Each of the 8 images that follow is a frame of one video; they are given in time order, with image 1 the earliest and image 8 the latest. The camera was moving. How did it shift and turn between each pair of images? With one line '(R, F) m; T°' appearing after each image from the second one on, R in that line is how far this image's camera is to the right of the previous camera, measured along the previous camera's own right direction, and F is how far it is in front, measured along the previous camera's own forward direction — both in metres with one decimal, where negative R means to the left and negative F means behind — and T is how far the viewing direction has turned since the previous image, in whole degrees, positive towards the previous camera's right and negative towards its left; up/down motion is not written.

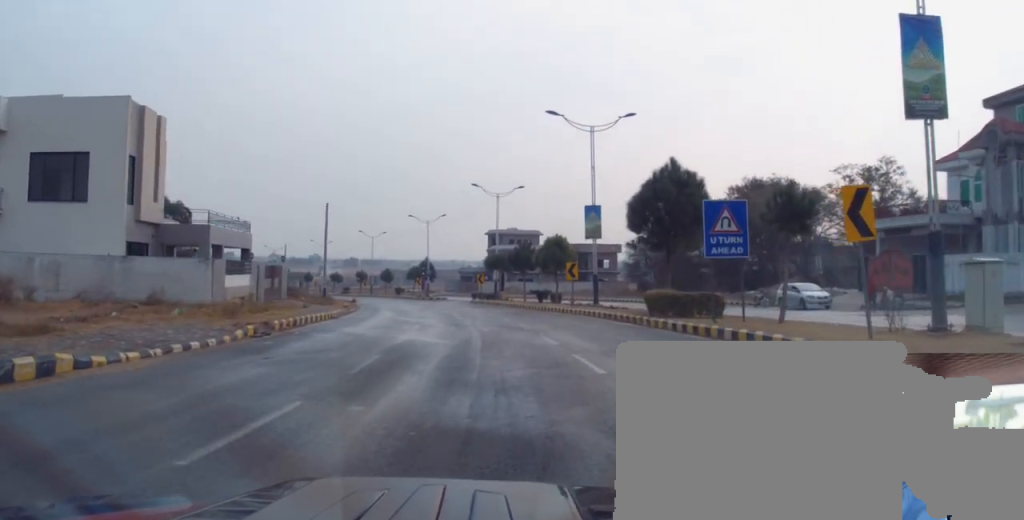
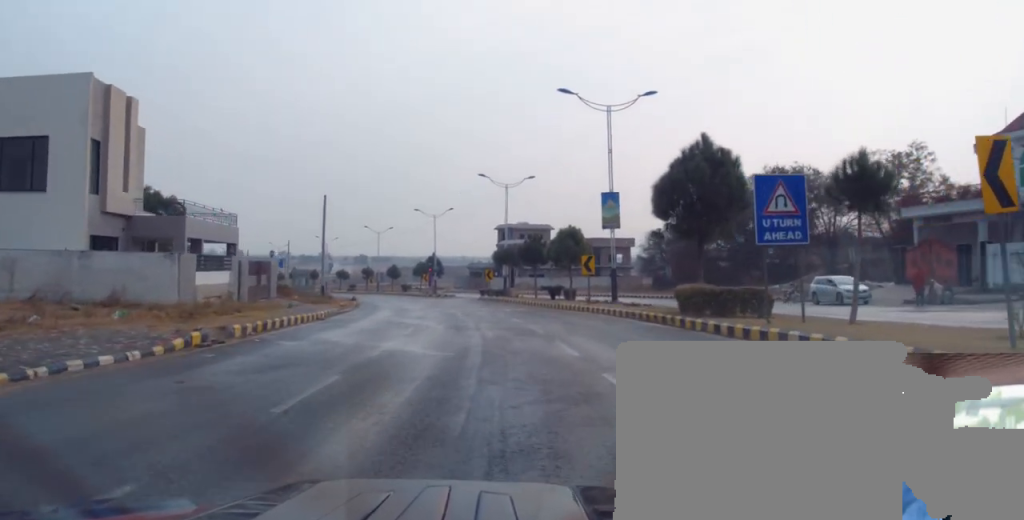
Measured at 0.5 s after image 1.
(+0.2, +3.8) m; +2°
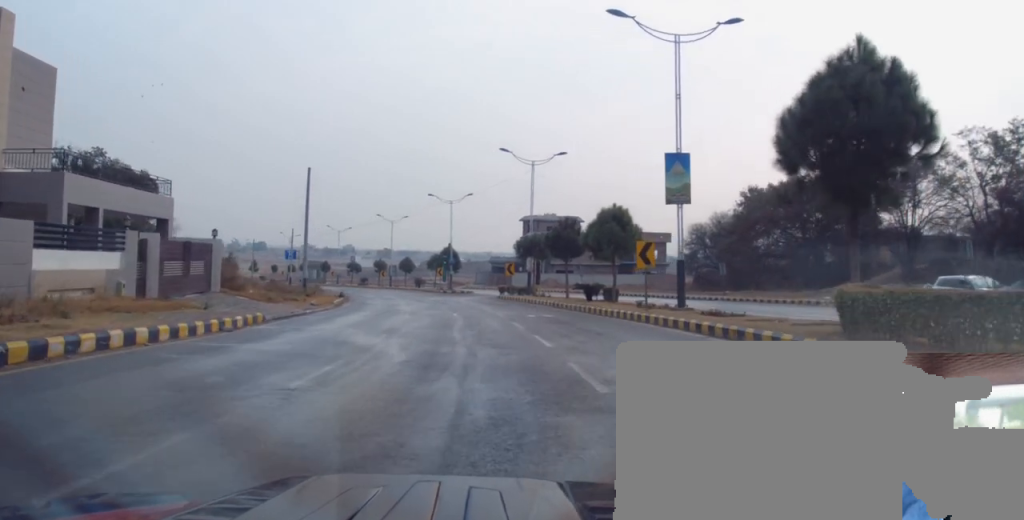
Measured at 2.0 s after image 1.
(-0.3, +10.5) m; -6°
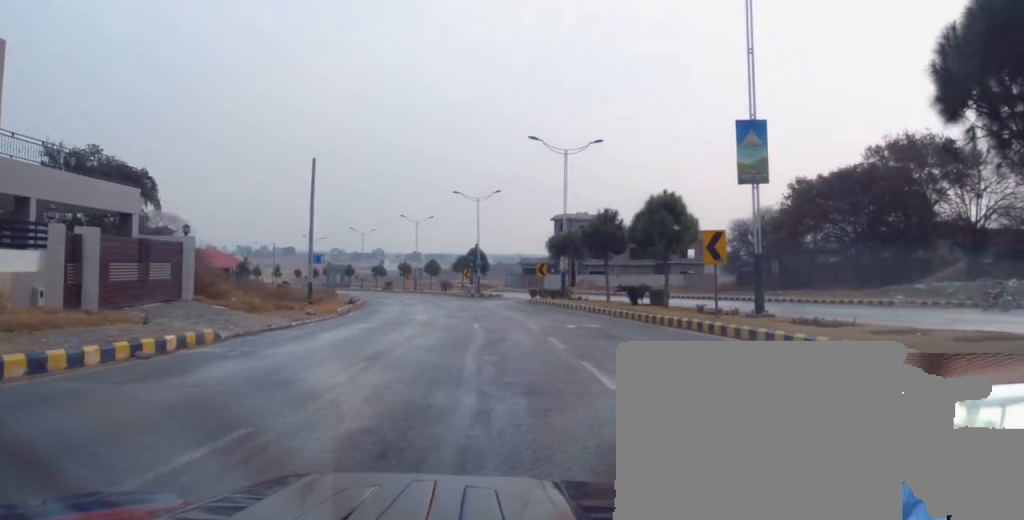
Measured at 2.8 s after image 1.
(-0.3, +5.3) m; -3°
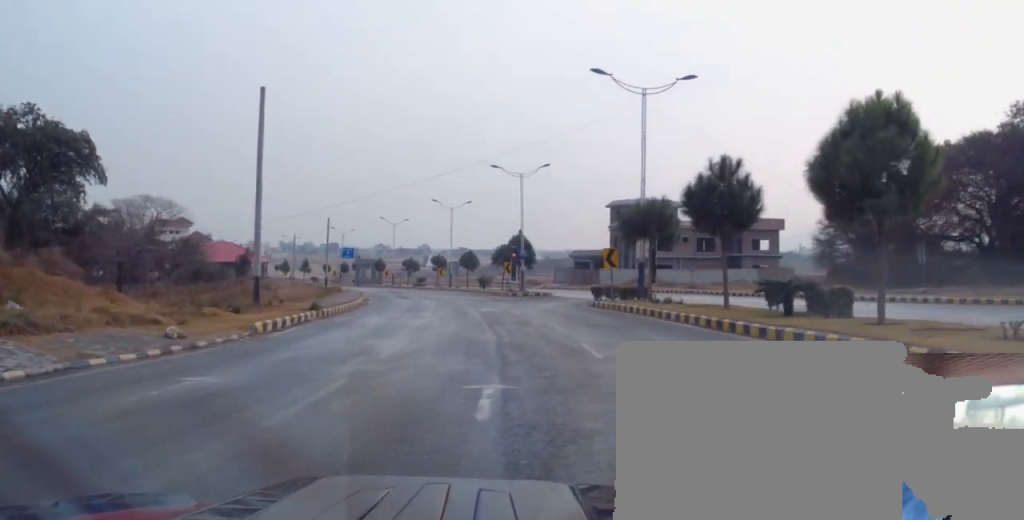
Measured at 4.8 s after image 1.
(-0.1, +14.8) m; -4°
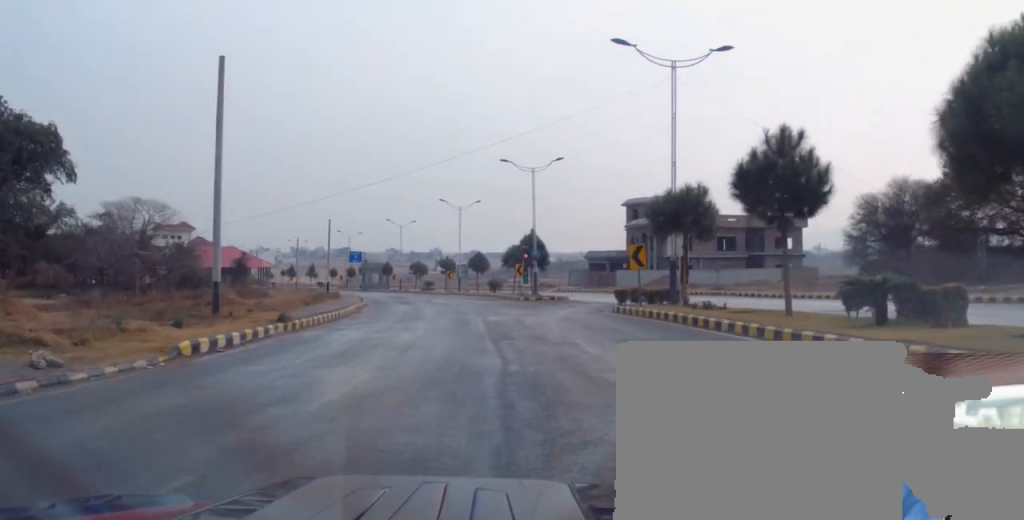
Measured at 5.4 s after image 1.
(-0.3, +4.6) m; 0°
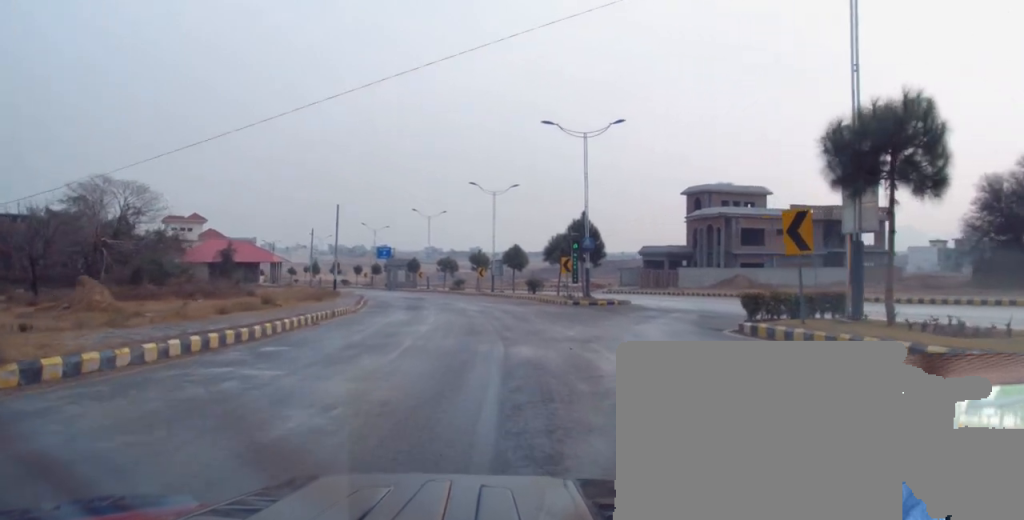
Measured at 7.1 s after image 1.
(+0.1, +13.5) m; -2°
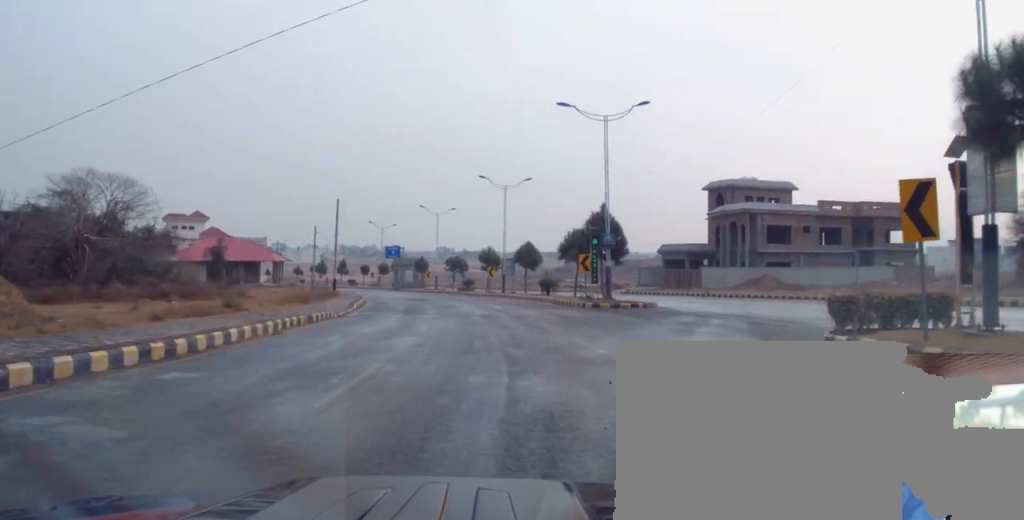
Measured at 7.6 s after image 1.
(-0.2, +4.6) m; -2°
